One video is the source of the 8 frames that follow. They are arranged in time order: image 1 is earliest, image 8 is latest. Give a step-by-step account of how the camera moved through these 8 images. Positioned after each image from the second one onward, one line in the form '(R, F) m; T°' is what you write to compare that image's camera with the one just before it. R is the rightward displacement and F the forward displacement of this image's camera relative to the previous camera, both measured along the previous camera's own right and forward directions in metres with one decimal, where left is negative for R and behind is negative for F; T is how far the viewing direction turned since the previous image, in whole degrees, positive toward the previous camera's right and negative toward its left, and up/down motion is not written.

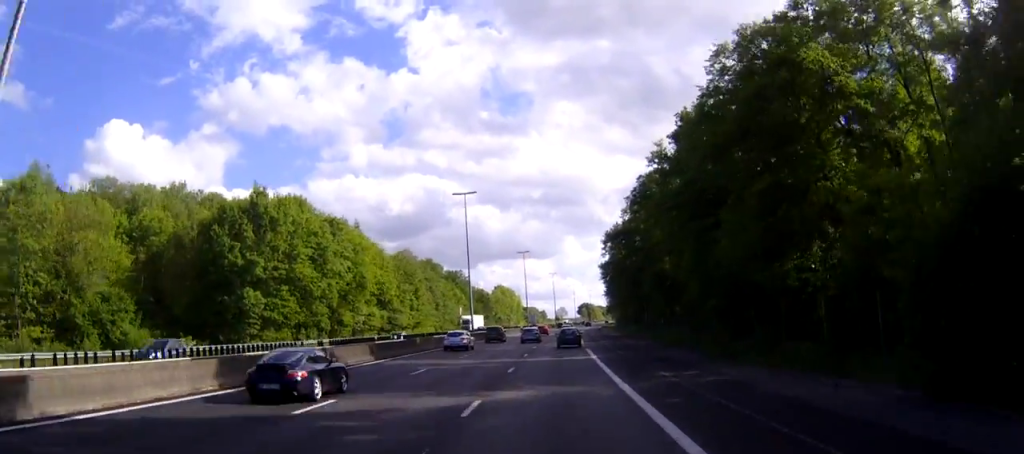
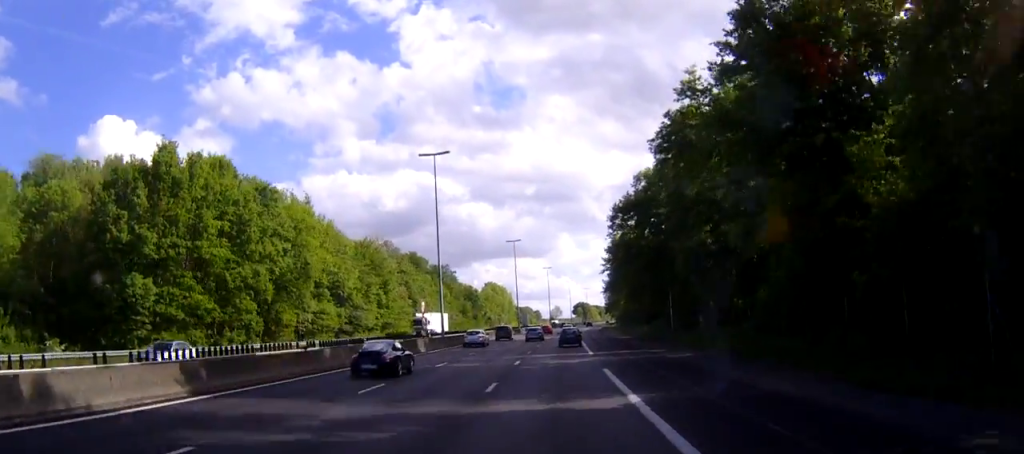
(+0.1, +19.9) m; 0°
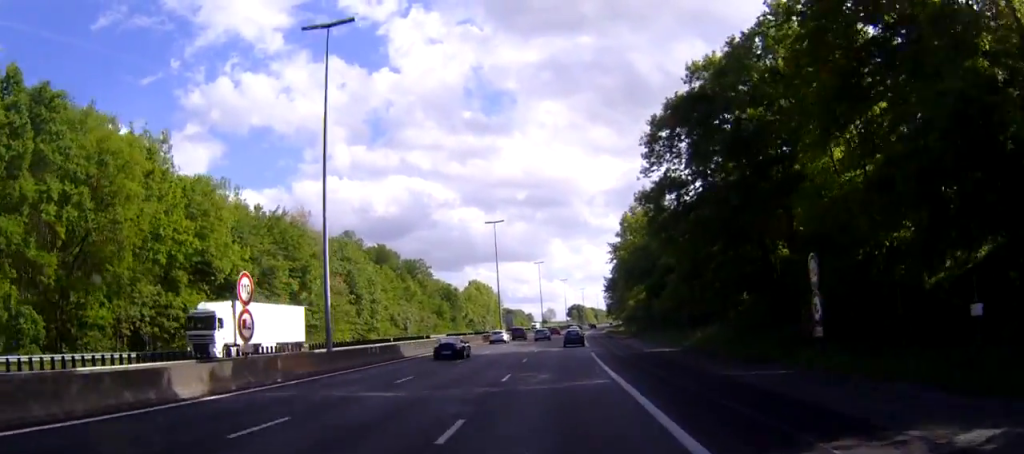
(+0.2, +33.9) m; +1°
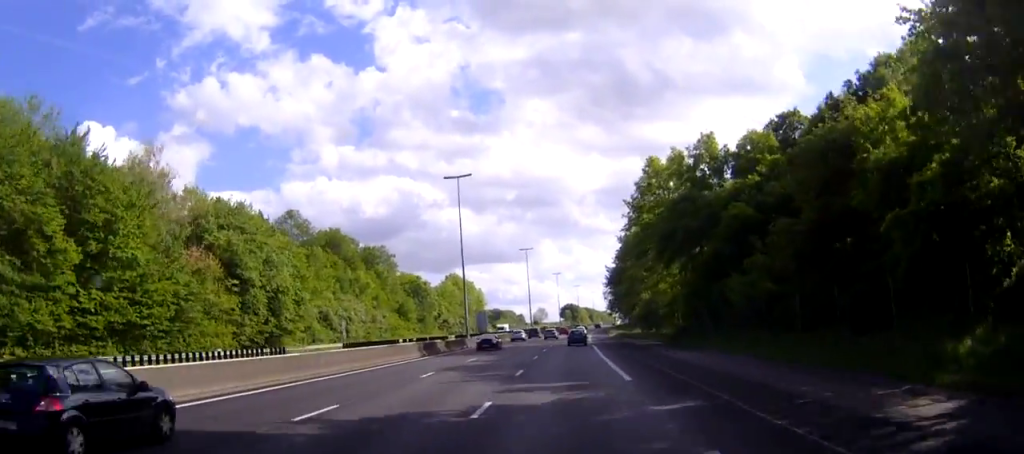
(+0.1, +35.4) m; 0°
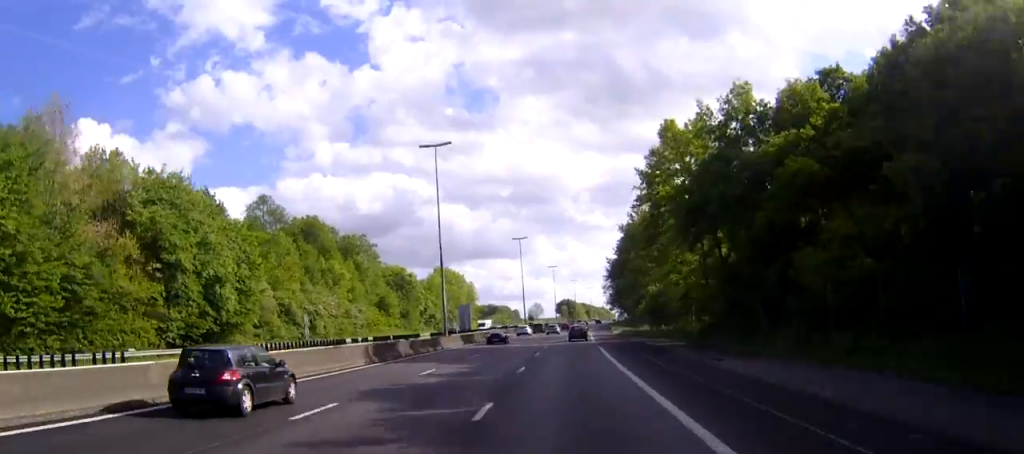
(0.0, +13.1) m; 0°
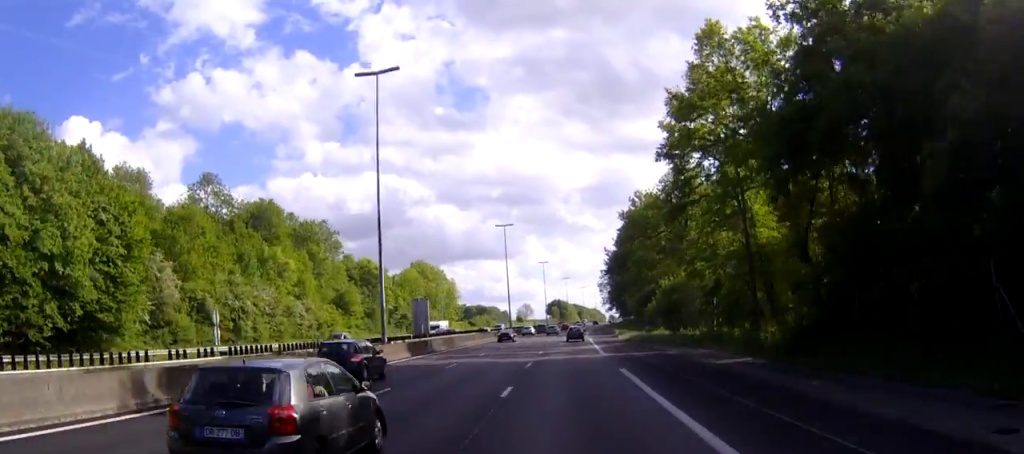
(+0.1, +20.5) m; +1°
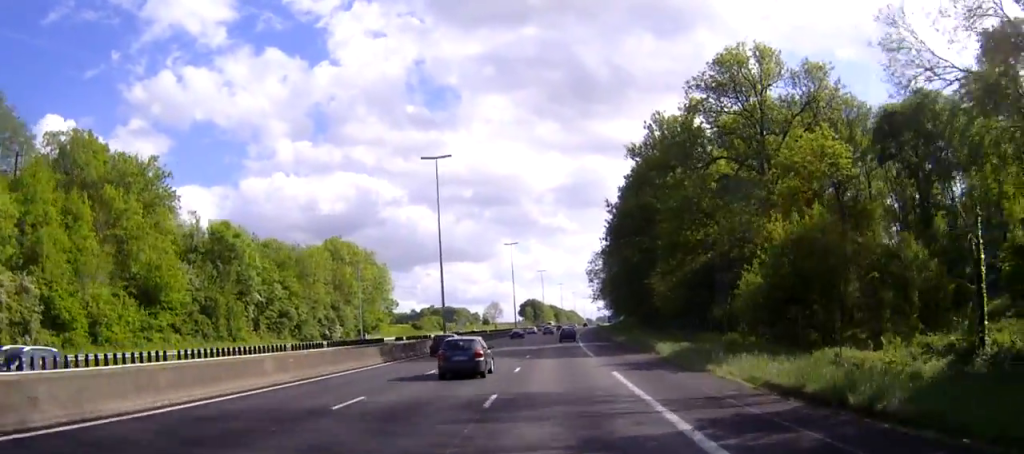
(+0.9, +52.5) m; +2°
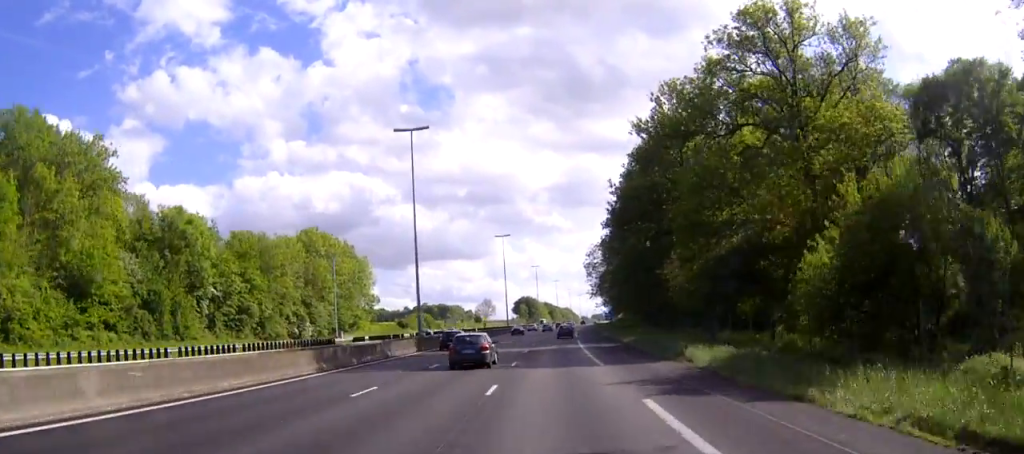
(0.0, +10.6) m; 0°
